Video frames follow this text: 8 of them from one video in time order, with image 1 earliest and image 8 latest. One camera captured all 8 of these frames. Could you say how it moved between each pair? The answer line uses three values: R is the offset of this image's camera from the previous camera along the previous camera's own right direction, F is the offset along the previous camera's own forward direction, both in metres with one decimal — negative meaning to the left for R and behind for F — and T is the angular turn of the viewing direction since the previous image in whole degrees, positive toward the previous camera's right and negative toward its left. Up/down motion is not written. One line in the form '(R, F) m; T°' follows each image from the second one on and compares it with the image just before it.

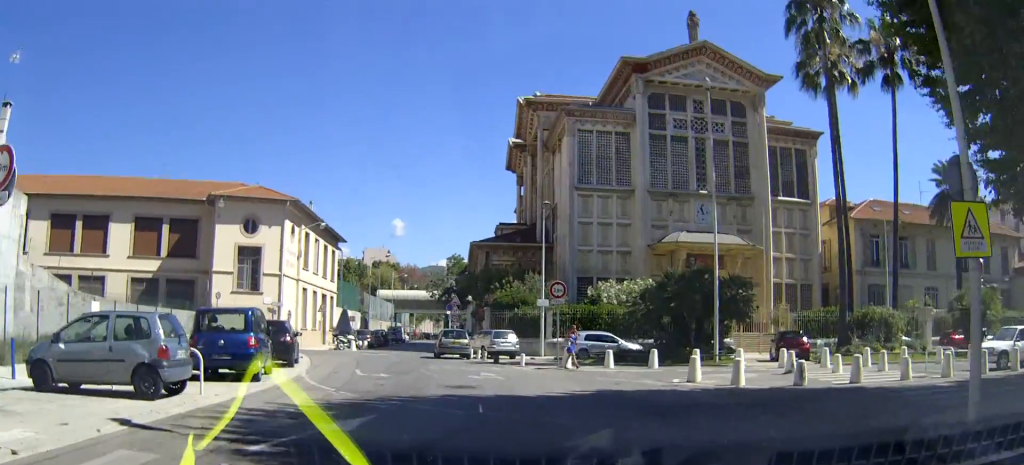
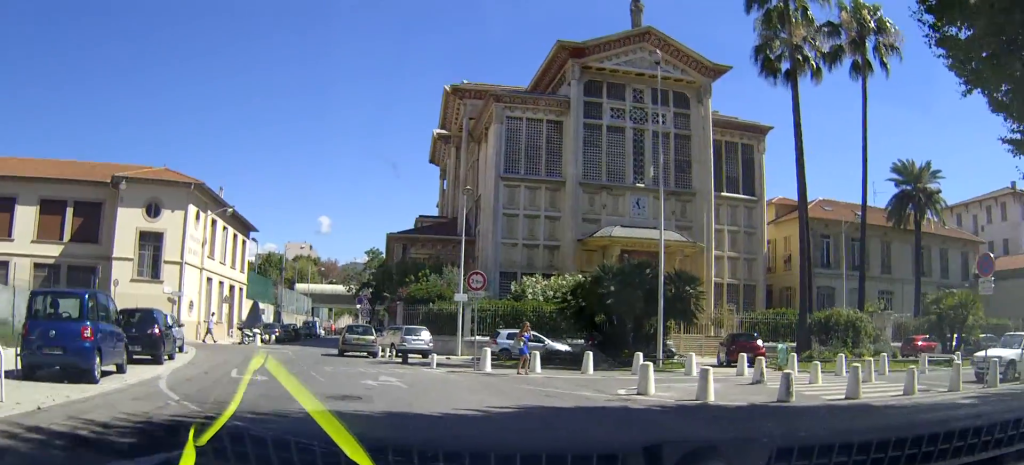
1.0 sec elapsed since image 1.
(-0.5, +5.1) m; +1°
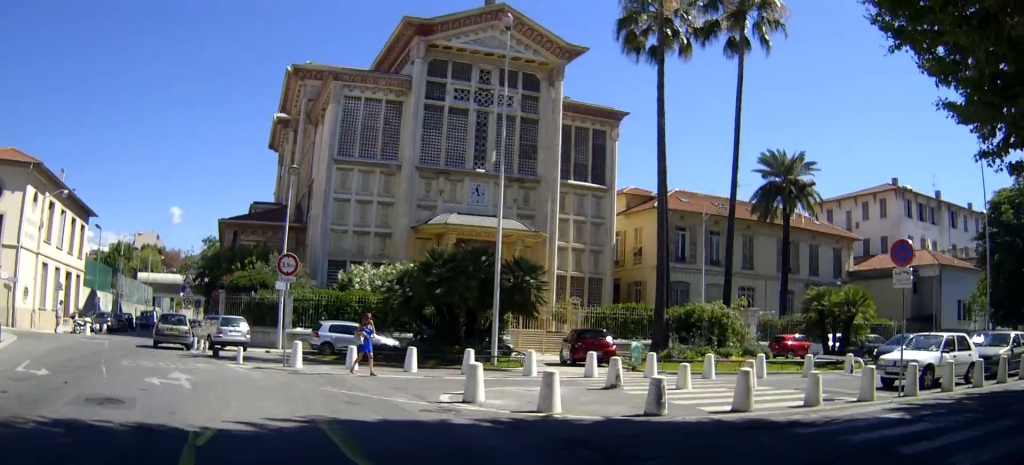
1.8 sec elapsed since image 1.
(+0.1, +3.4) m; +14°
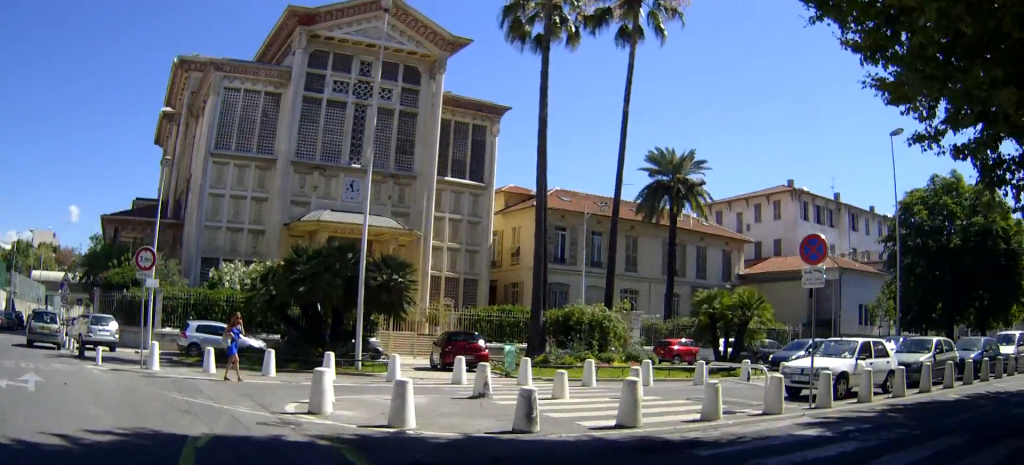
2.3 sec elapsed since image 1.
(+0.3, +1.8) m; +10°
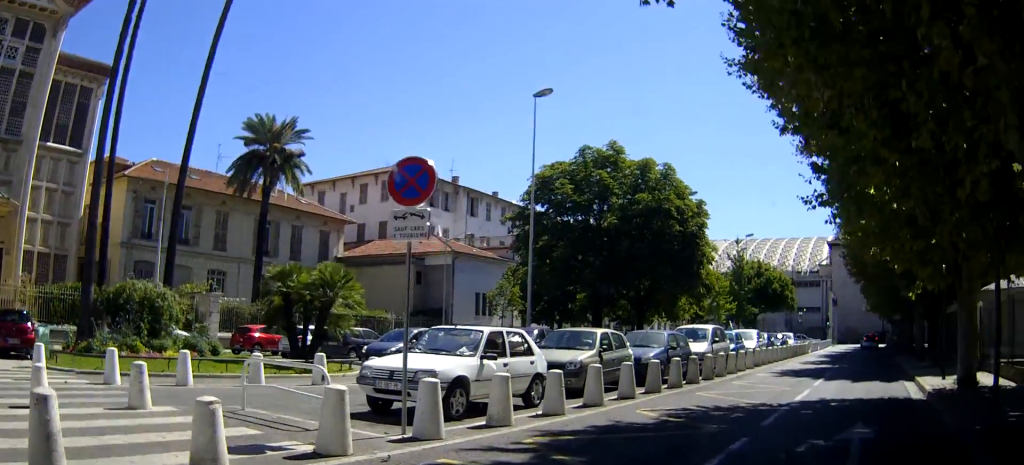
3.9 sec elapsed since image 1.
(+1.9, +6.9) m; +27°
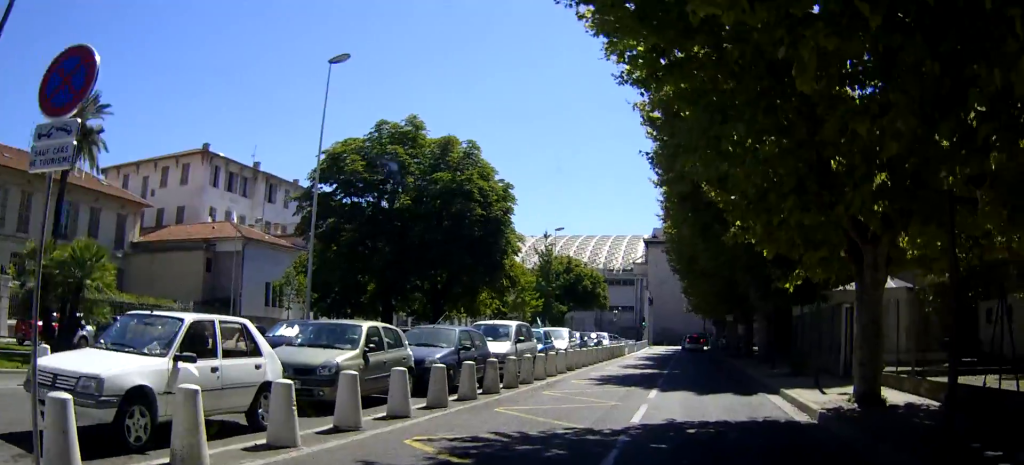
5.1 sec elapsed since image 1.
(+0.7, +5.5) m; +8°
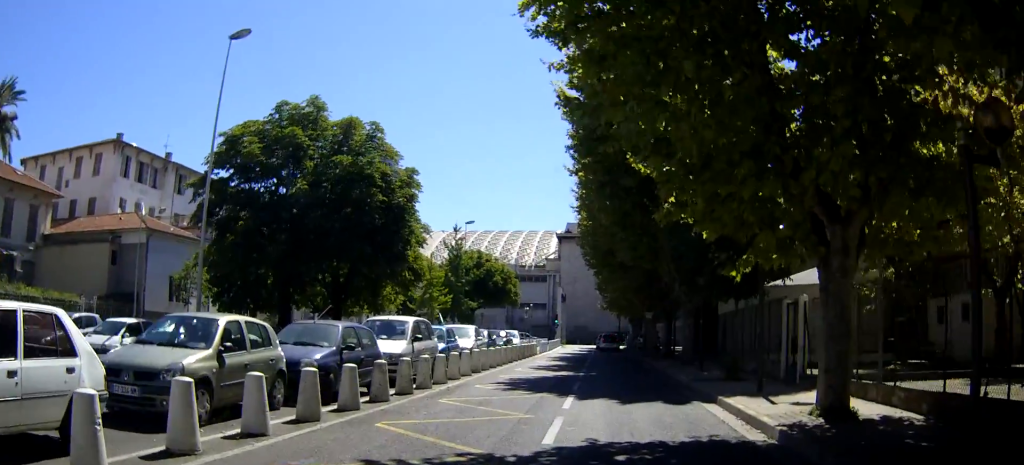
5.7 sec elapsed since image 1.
(+0.1, +3.2) m; +1°
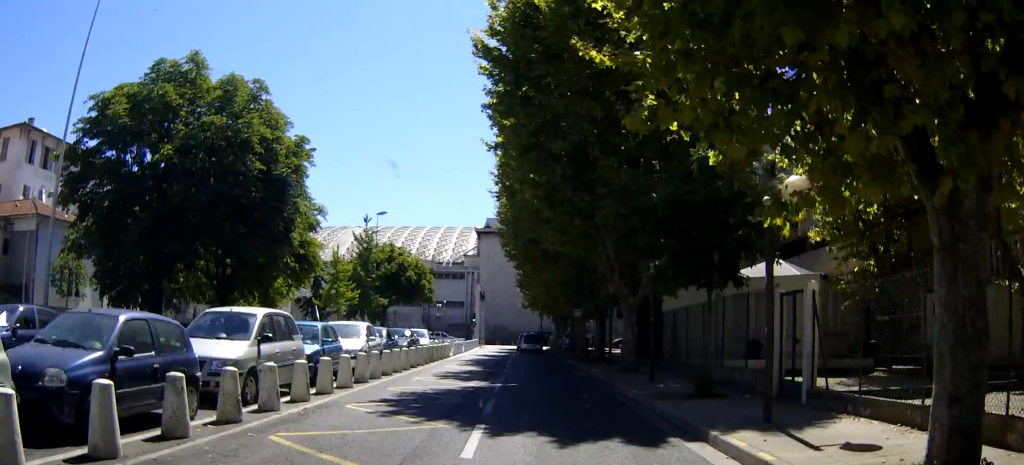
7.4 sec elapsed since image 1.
(+0.3, +7.8) m; +8°
